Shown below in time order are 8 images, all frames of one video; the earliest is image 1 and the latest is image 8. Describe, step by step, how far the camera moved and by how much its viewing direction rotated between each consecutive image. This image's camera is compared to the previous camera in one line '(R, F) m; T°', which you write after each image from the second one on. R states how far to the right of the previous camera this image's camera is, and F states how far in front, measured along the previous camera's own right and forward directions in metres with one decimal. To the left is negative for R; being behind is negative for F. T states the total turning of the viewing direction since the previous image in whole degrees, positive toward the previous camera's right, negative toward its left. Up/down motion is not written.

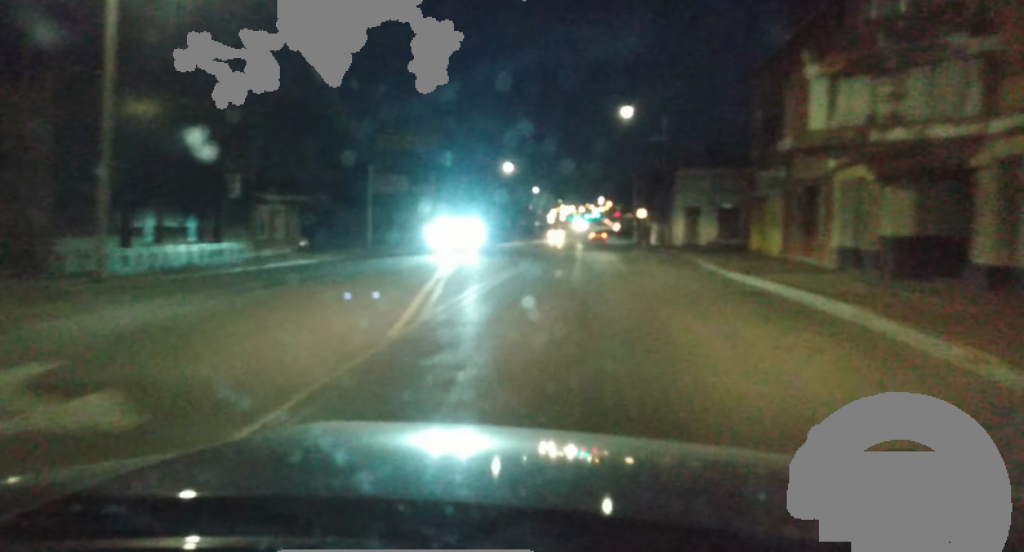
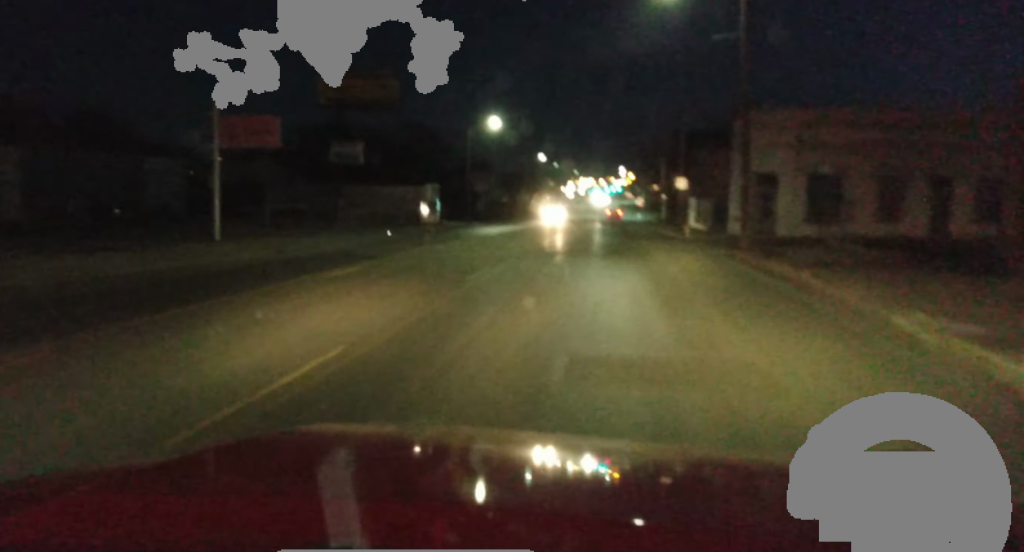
(-0.2, +28.0) m; -1°
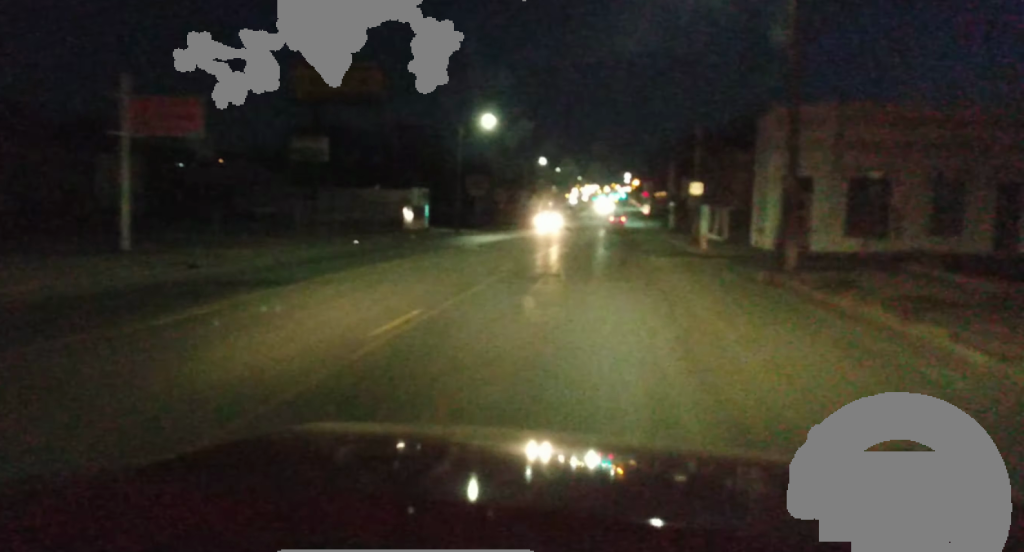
(0.0, +7.5) m; 0°
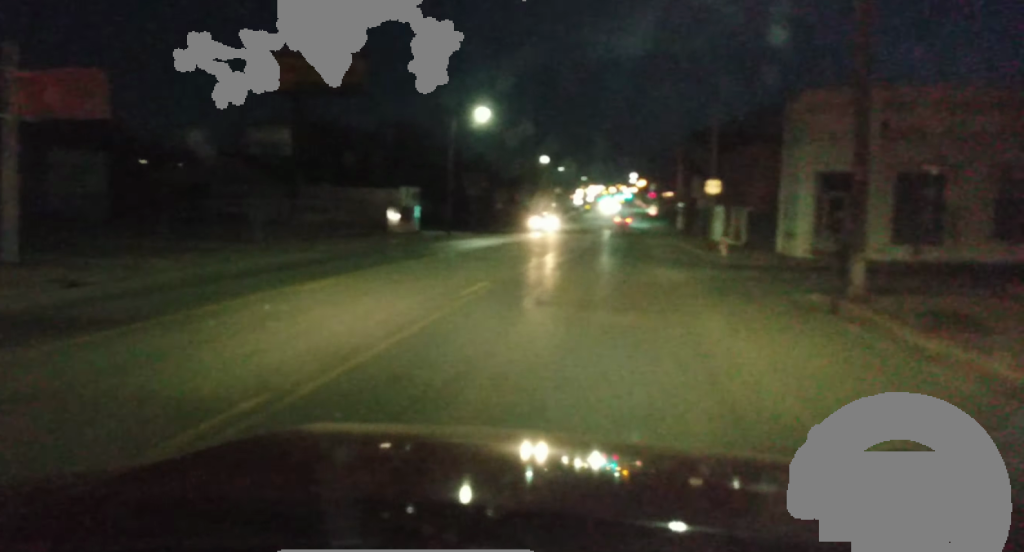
(0.0, +6.2) m; 0°
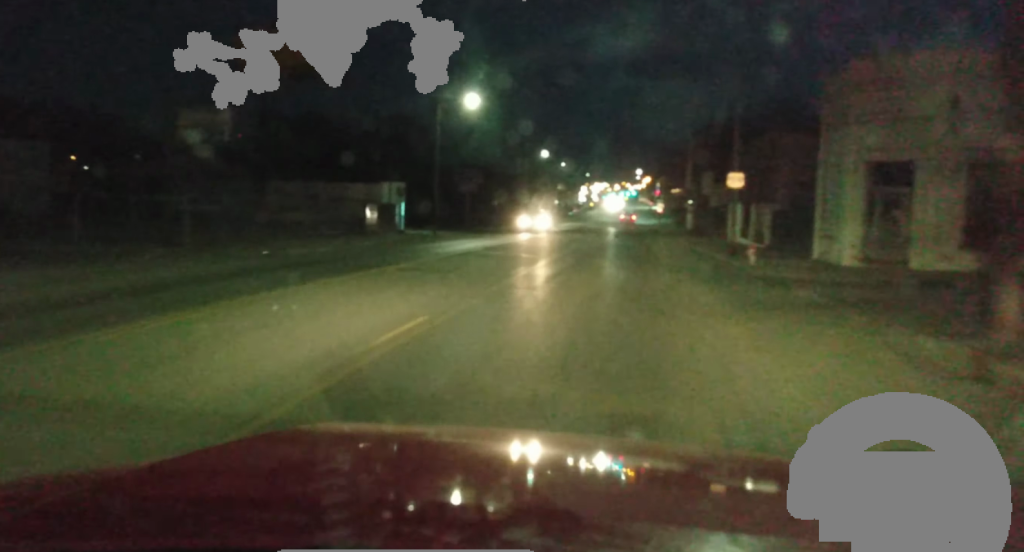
(0.0, +6.6) m; 0°
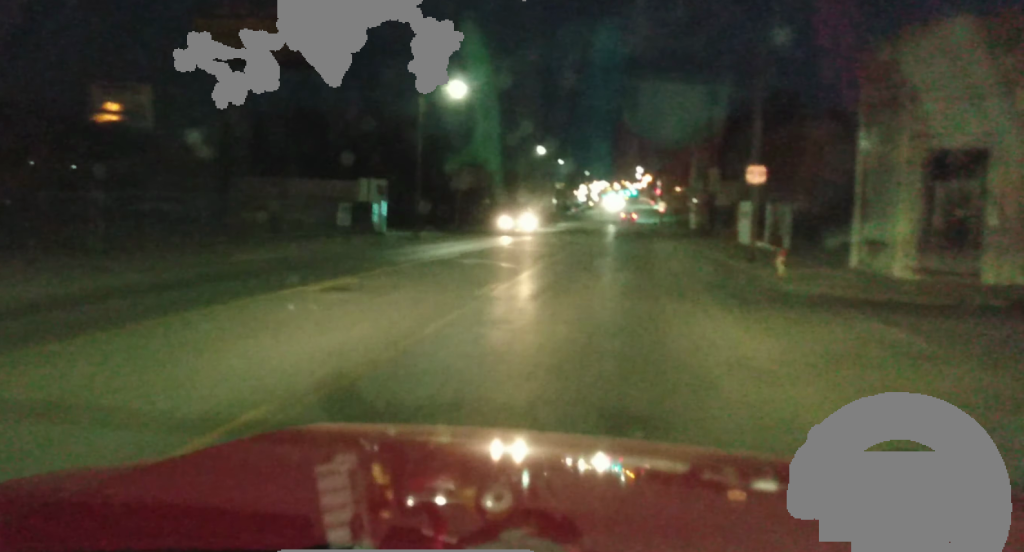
(0.0, +6.2) m; 0°
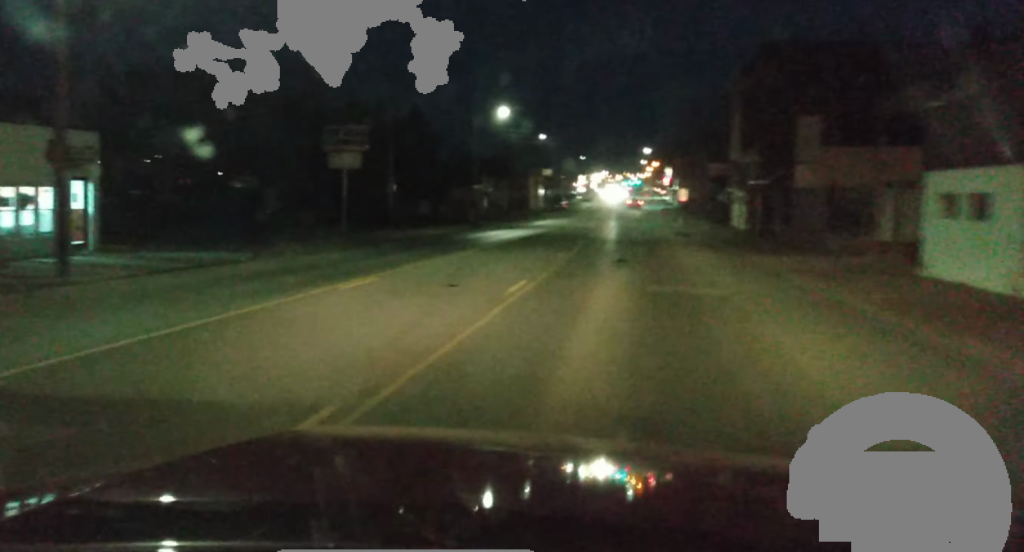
(+2.0, +34.7) m; +5°
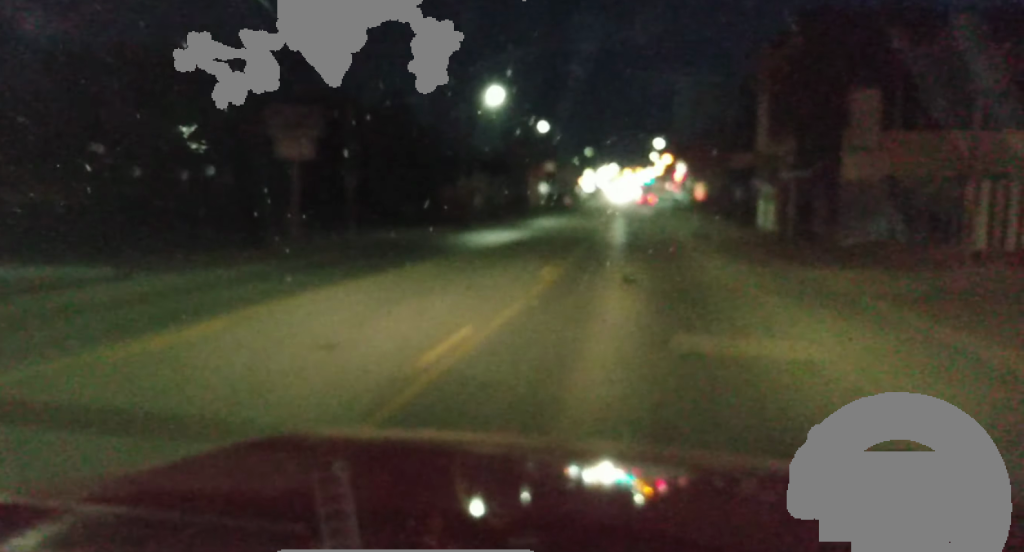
(+0.1, +7.6) m; -1°
